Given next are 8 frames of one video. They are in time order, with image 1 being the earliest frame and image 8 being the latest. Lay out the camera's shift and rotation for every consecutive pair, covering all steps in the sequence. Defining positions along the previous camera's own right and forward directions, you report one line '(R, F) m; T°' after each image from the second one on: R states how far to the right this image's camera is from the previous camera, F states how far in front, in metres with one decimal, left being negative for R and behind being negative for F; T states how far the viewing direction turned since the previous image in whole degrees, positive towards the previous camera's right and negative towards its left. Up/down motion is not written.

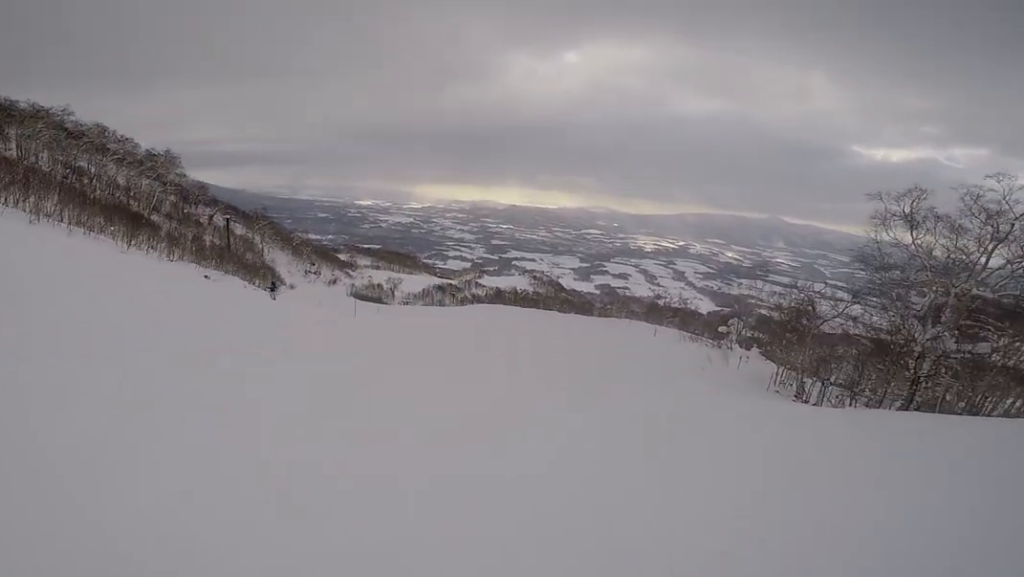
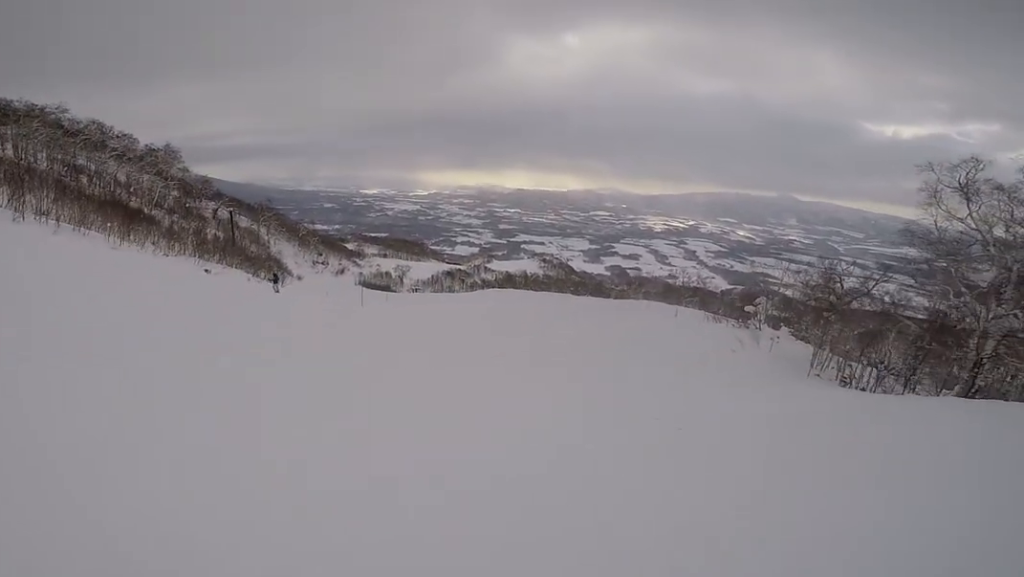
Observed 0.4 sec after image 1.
(+0.1, +1.9) m; +4°
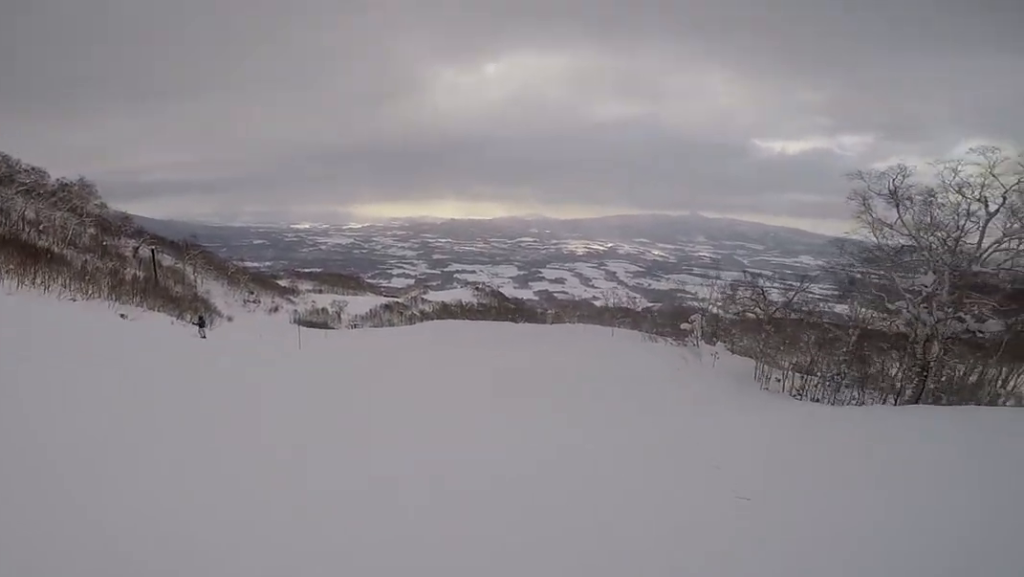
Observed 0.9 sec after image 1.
(+0.1, +2.2) m; +7°
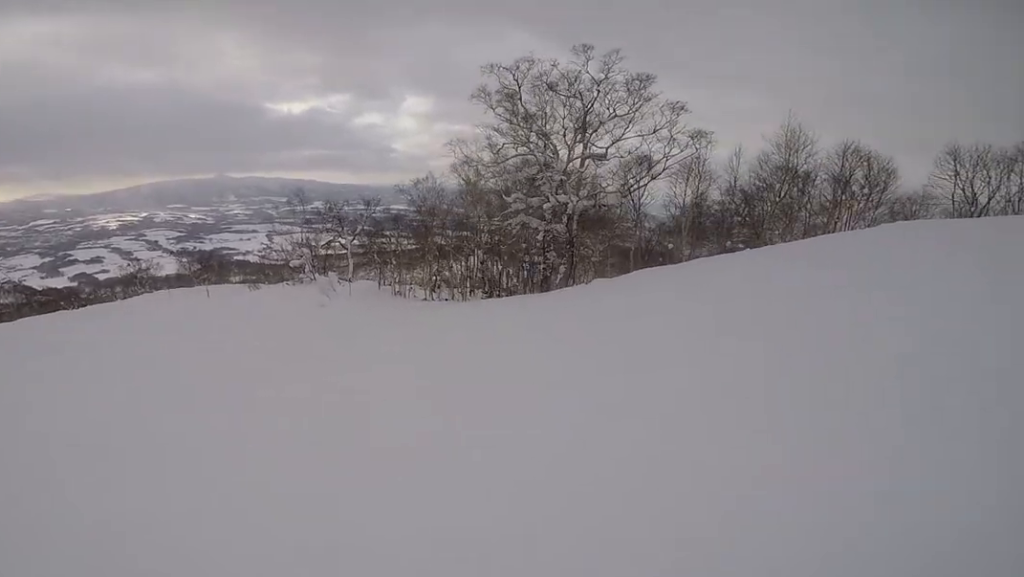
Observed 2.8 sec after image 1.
(+3.4, +8.4) m; +36°
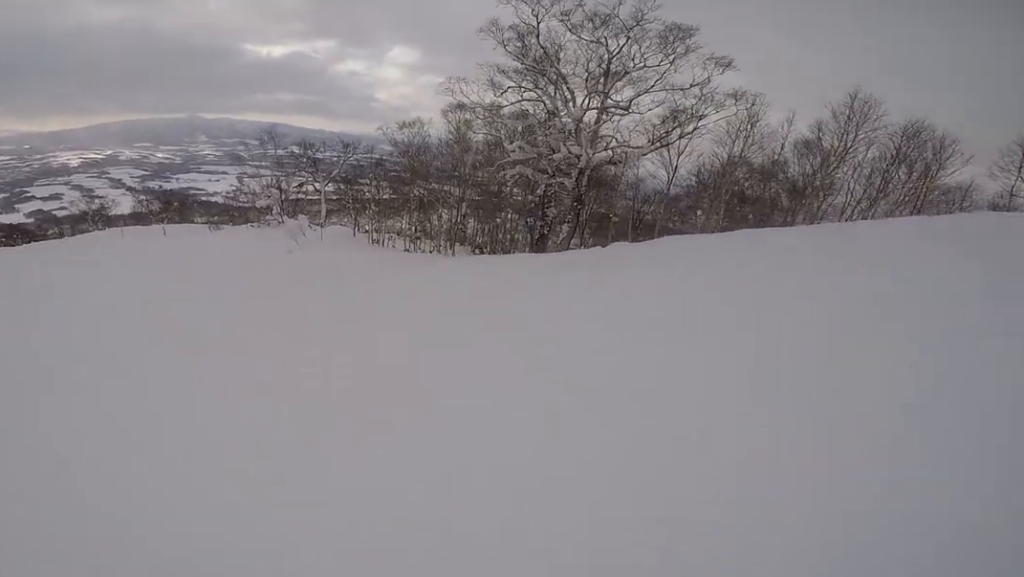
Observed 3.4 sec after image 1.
(+0.3, +3.1) m; 0°
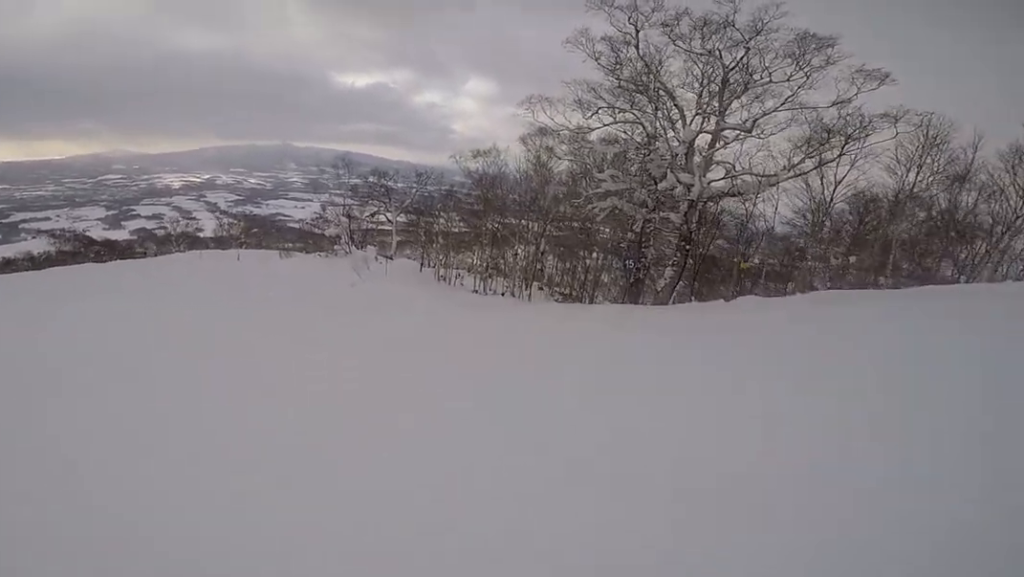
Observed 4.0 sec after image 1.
(-0.2, +3.5) m; -11°
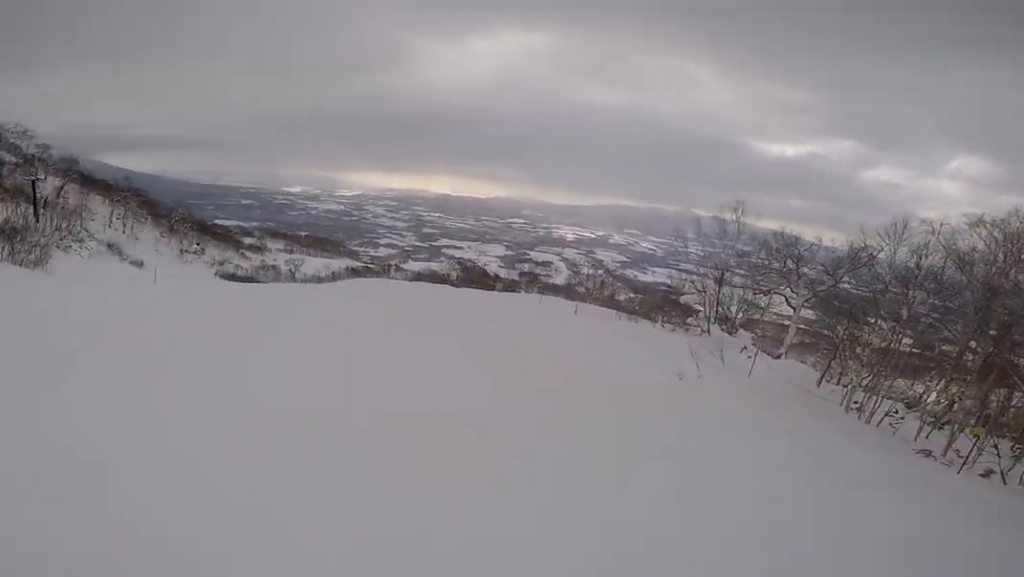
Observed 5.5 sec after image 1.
(-2.5, +8.0) m; -37°
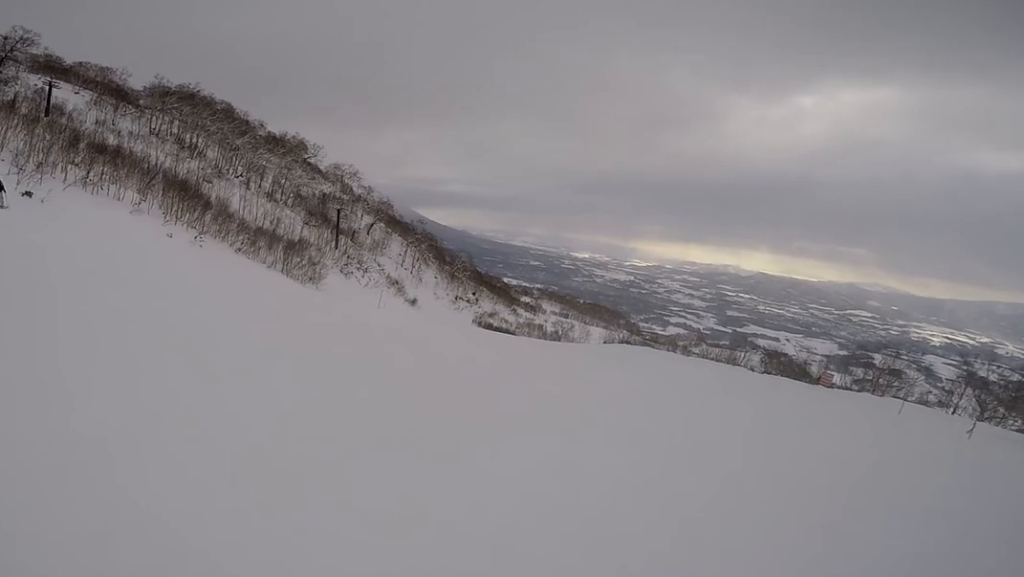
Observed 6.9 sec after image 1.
(-2.6, +8.5) m; -23°
